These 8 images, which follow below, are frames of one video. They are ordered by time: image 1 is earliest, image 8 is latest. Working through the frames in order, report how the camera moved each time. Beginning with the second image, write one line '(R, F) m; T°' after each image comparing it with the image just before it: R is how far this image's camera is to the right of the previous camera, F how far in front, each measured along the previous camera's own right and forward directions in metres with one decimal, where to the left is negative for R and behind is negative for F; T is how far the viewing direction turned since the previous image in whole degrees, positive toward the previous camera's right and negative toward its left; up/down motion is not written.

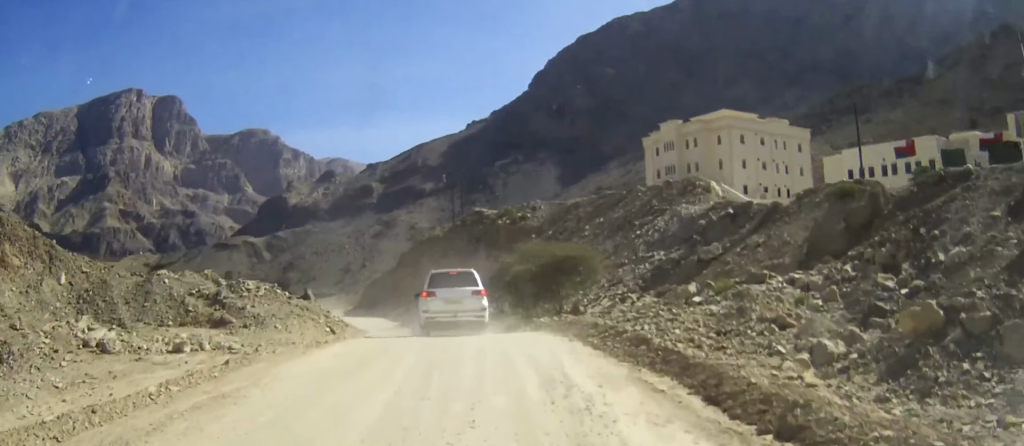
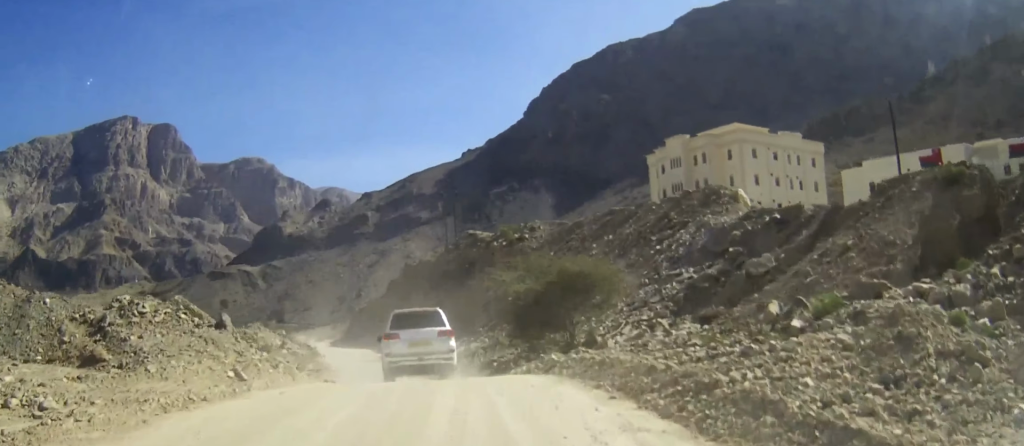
(0.0, +6.8) m; 0°
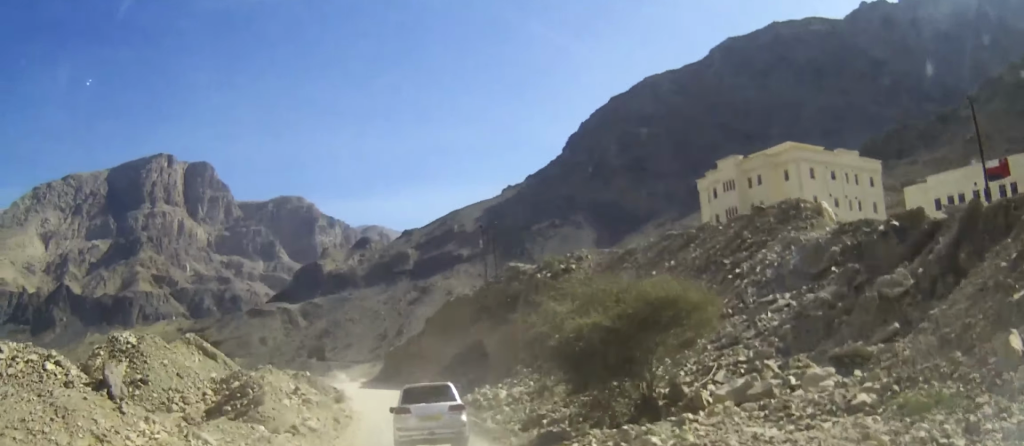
(-0.1, +6.8) m; -3°
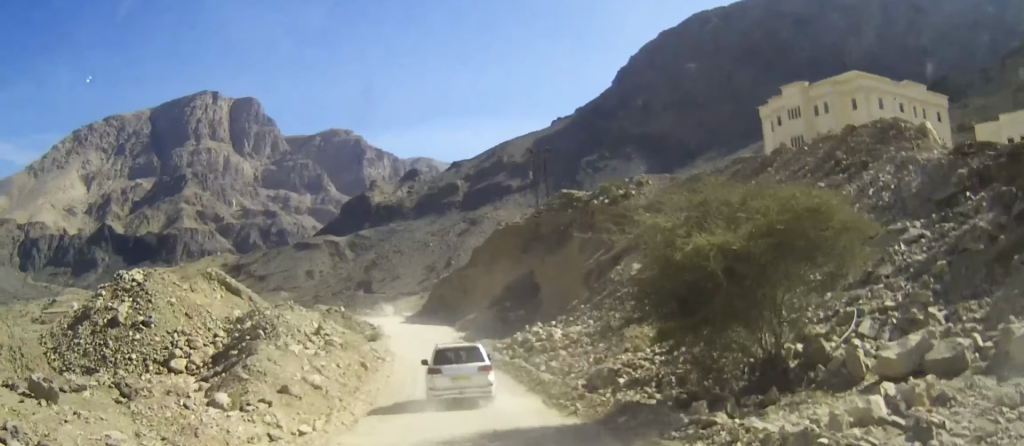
(-0.3, +5.8) m; -4°
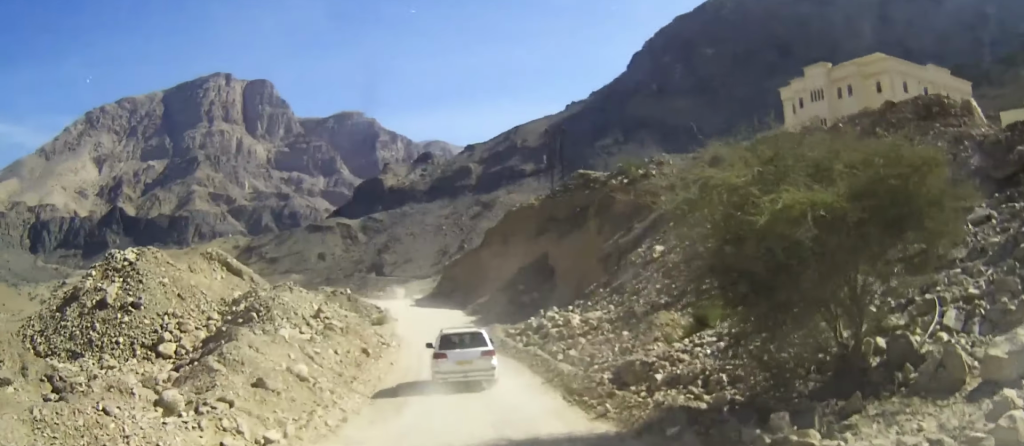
(0.0, +2.7) m; -1°
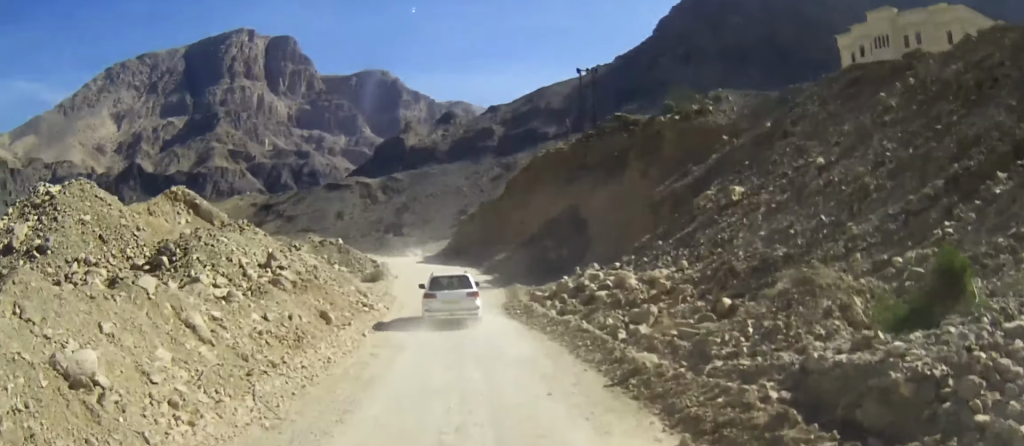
(-0.2, +9.8) m; -2°
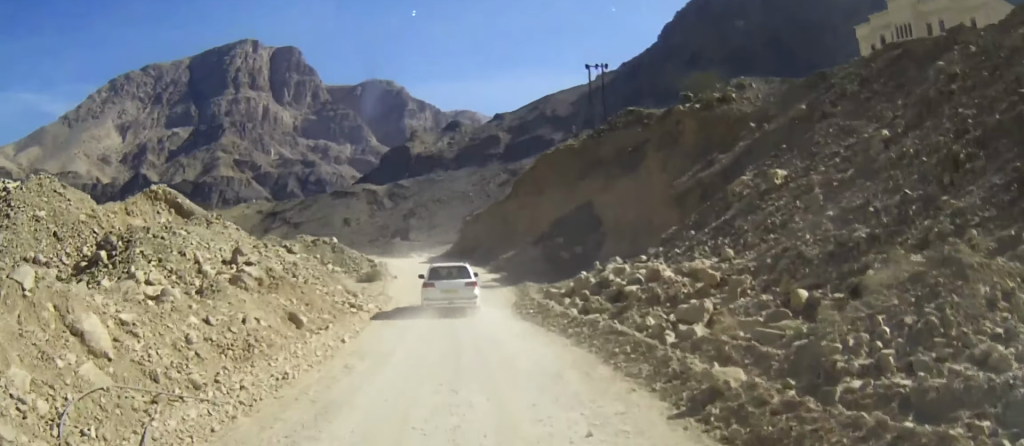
(0.0, +3.9) m; 0°
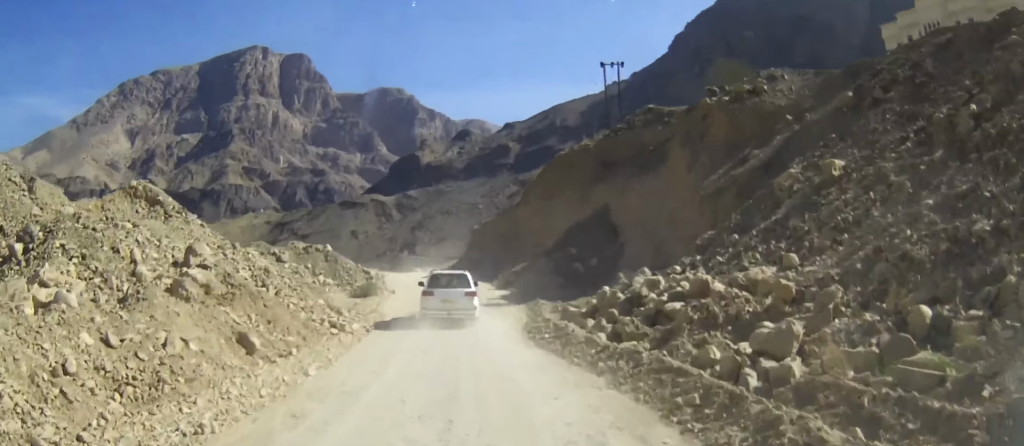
(0.0, +3.7) m; 0°
